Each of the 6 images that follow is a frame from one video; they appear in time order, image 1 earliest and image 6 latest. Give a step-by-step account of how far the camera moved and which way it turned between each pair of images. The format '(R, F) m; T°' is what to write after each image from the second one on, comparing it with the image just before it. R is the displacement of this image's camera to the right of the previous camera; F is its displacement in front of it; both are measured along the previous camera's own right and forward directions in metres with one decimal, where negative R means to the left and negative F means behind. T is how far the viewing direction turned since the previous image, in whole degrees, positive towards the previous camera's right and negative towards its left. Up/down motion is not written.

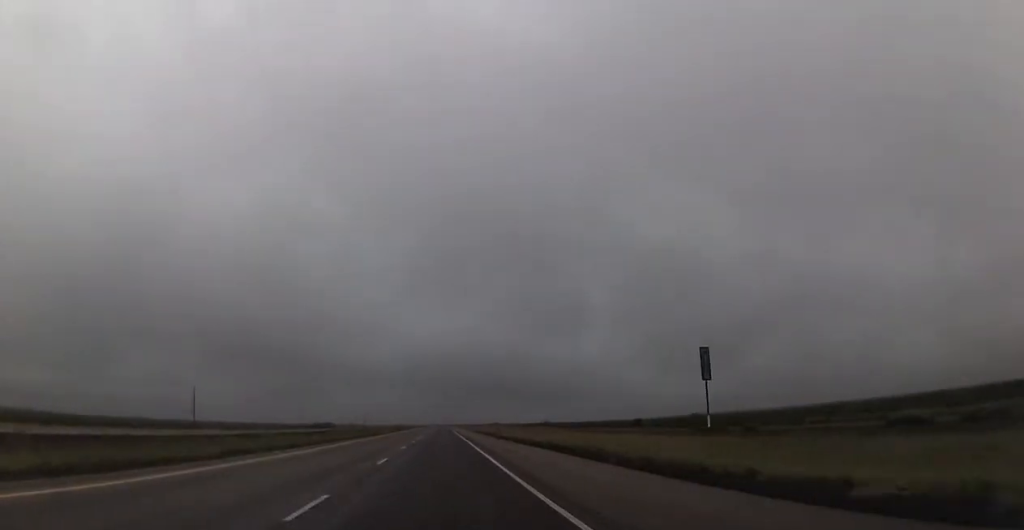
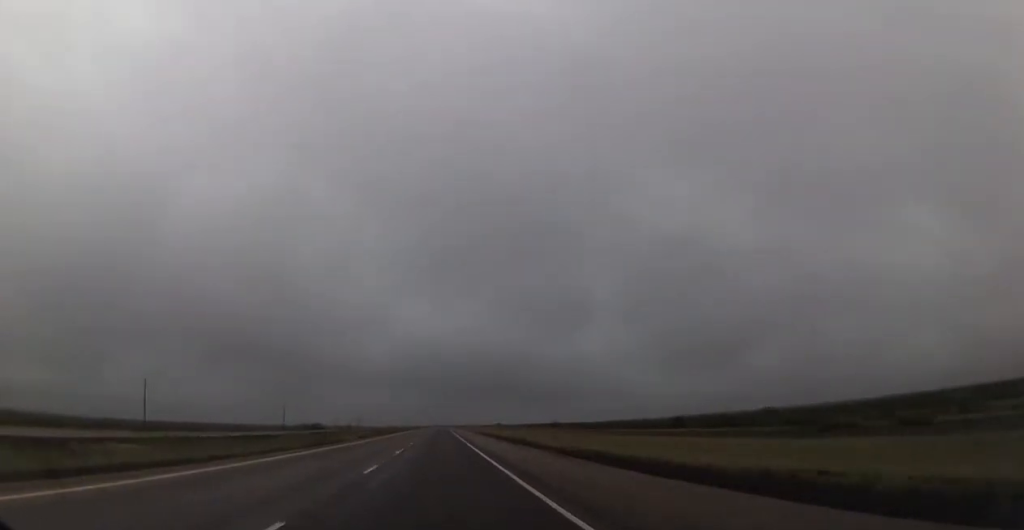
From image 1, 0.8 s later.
(0.0, +27.8) m; 0°
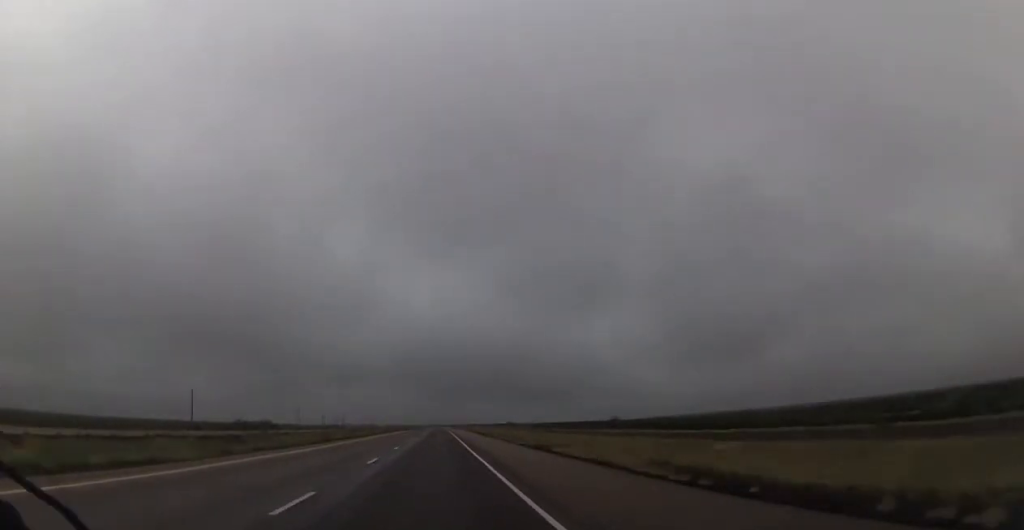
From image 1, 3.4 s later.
(+1.0, +94.5) m; +1°
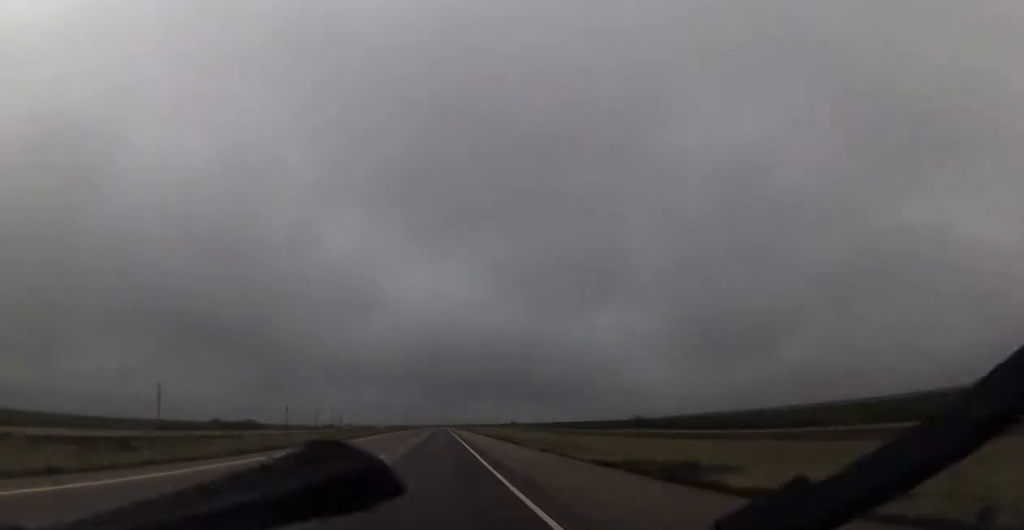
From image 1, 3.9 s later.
(0.0, +20.6) m; 0°
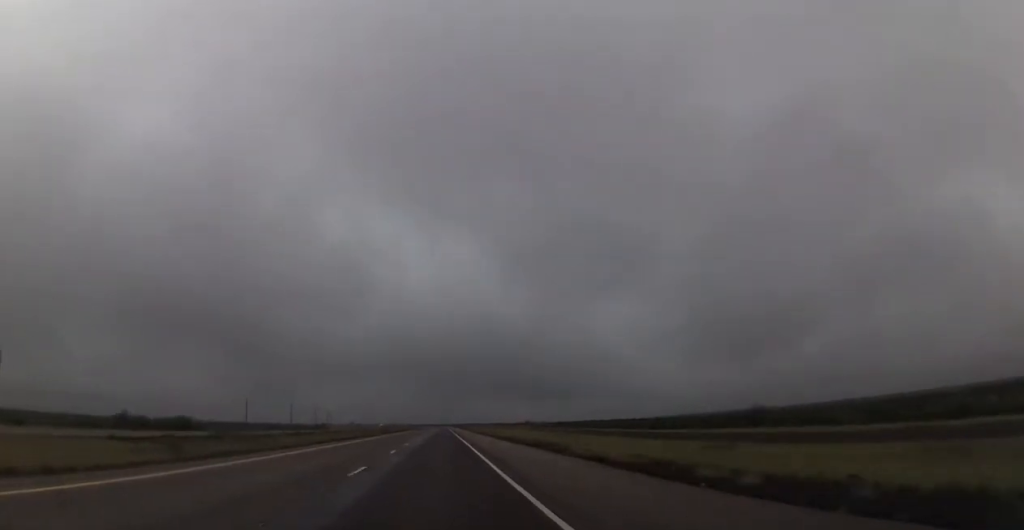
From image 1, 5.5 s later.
(-0.2, +58.1) m; 0°
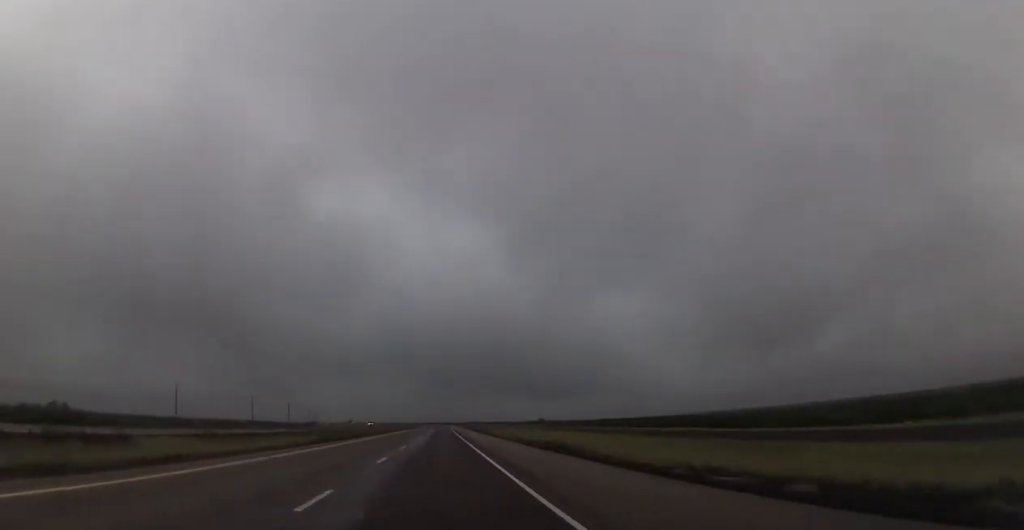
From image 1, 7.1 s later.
(-0.2, +55.6) m; -1°
